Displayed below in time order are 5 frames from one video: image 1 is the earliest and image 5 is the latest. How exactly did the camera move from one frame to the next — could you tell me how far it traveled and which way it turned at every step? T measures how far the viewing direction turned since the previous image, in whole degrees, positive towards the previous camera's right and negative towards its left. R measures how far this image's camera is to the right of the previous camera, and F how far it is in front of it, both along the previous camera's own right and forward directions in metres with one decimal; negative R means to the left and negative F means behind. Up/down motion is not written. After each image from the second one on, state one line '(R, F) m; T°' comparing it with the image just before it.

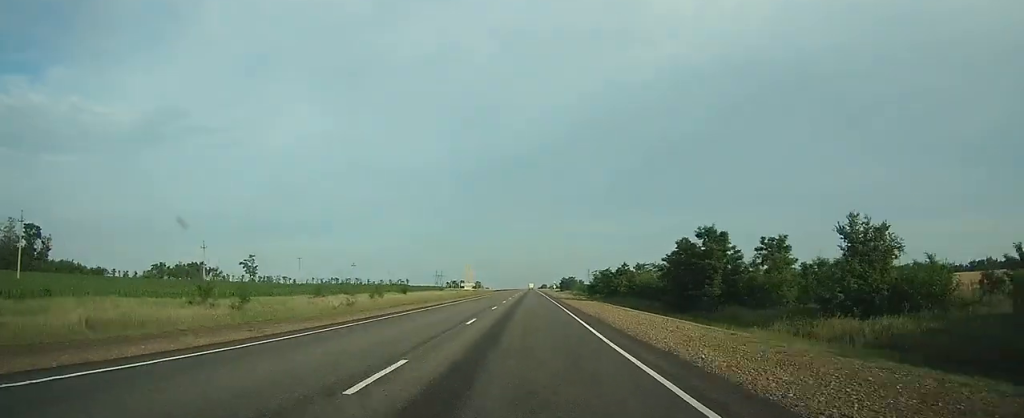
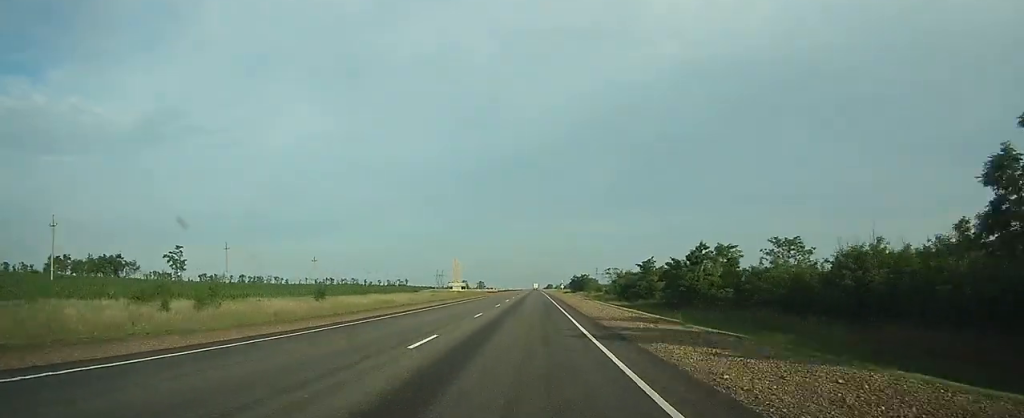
(0.0, +44.1) m; 0°
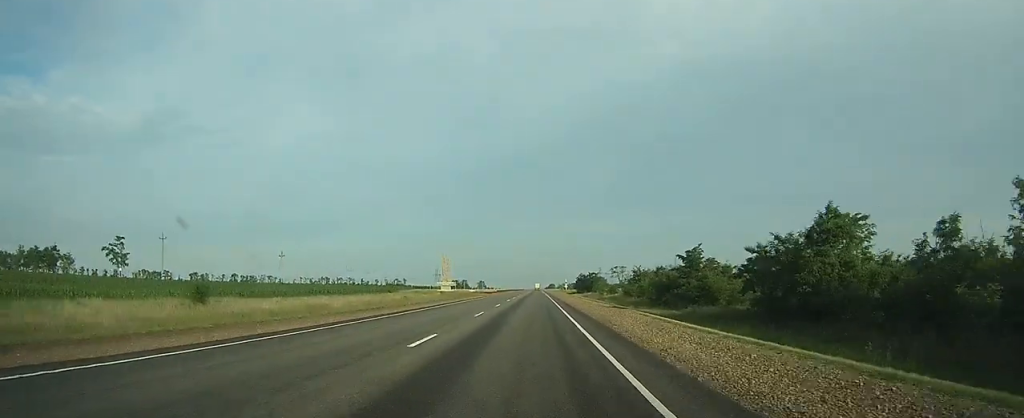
(0.0, +23.9) m; 0°
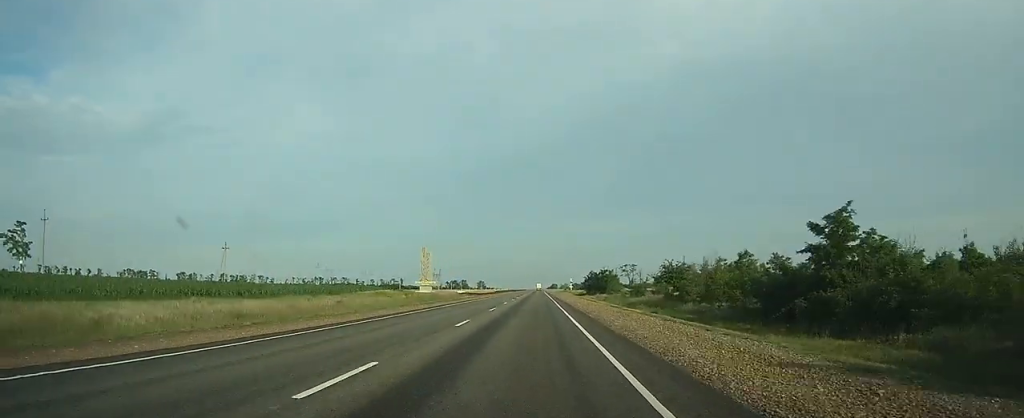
(0.0, +29.2) m; 0°
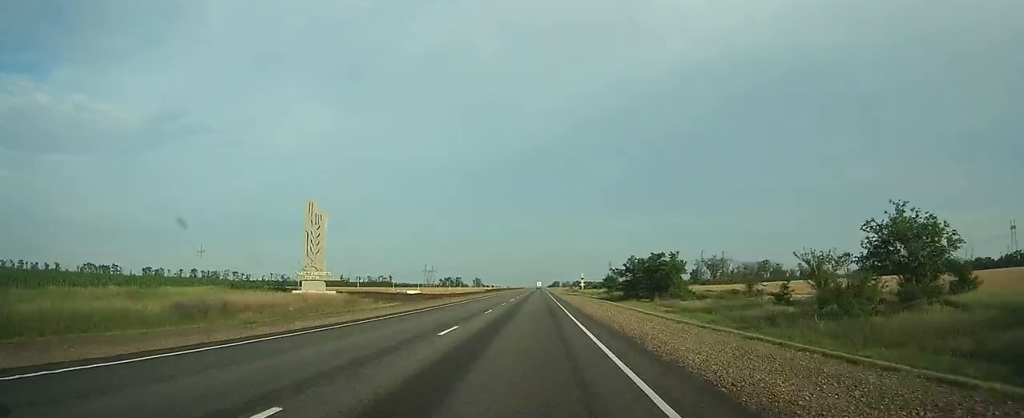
(0.0, +62.2) m; 0°
